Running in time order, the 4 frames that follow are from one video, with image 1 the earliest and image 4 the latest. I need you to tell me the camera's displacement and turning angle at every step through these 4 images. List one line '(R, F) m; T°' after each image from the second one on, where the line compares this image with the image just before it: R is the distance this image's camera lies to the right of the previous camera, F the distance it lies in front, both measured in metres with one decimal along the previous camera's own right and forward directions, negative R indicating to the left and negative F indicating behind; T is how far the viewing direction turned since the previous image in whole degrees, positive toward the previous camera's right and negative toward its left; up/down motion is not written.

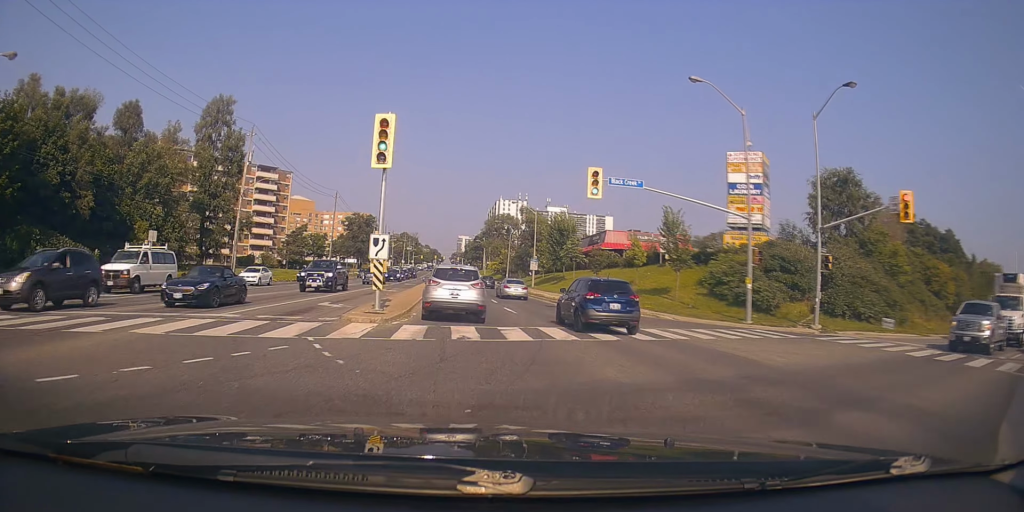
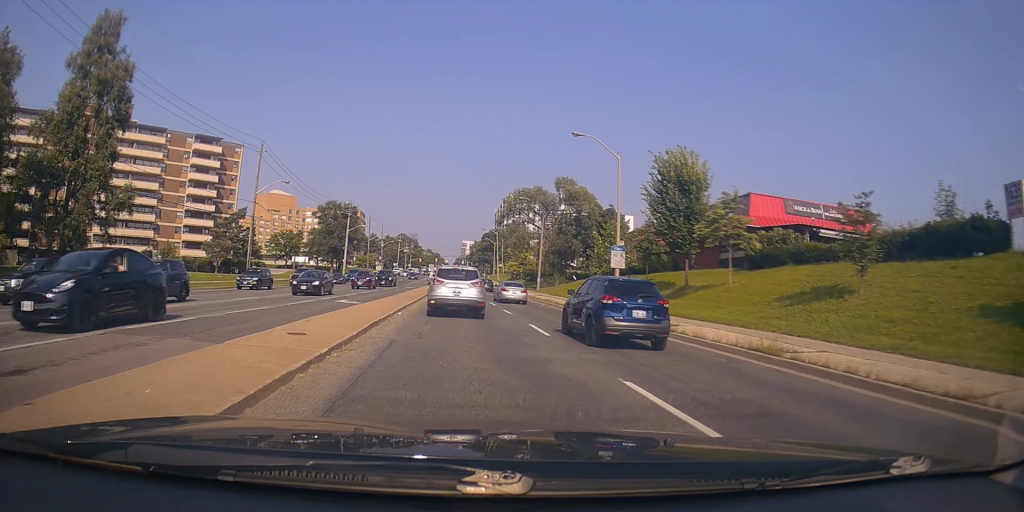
(-0.7, +37.2) m; 0°
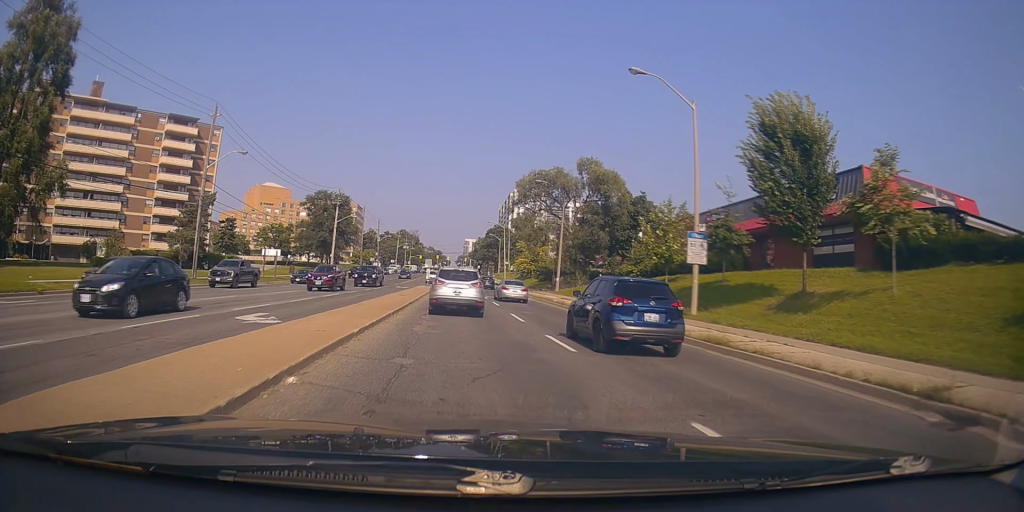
(+0.1, +12.3) m; +1°
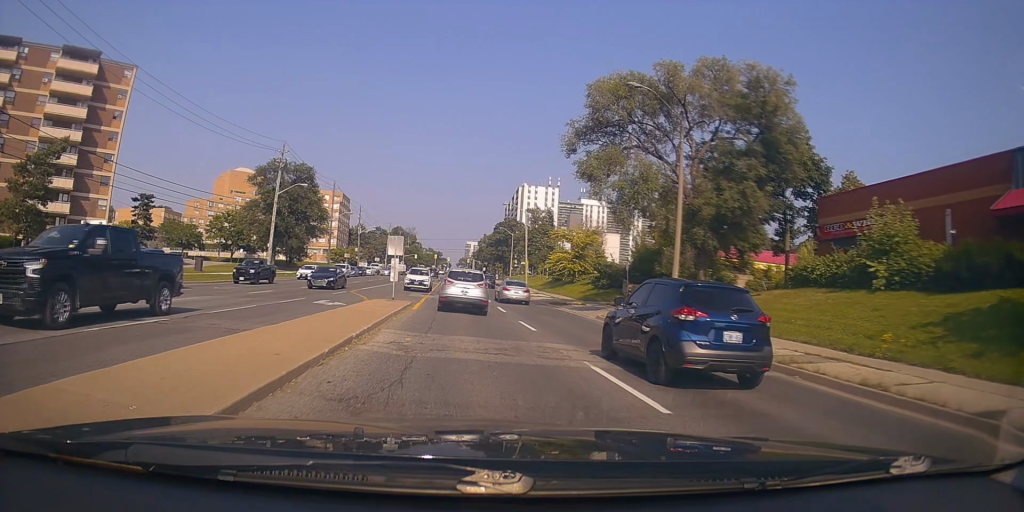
(-1.9, +31.8) m; -4°
